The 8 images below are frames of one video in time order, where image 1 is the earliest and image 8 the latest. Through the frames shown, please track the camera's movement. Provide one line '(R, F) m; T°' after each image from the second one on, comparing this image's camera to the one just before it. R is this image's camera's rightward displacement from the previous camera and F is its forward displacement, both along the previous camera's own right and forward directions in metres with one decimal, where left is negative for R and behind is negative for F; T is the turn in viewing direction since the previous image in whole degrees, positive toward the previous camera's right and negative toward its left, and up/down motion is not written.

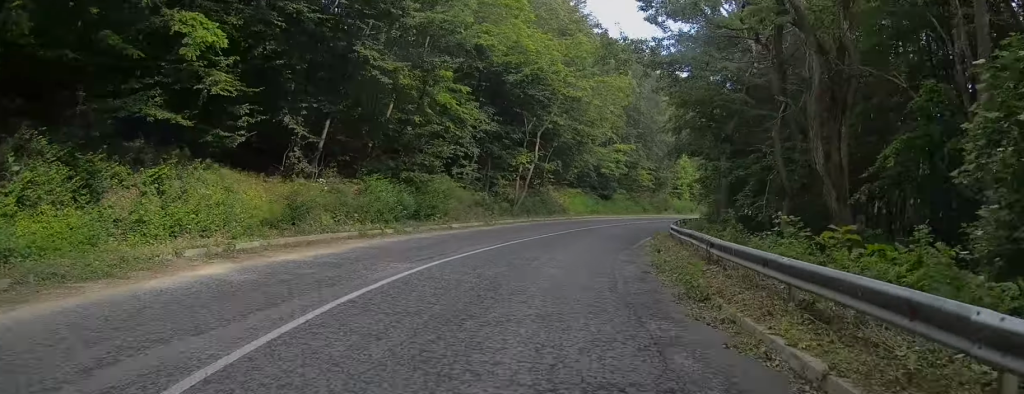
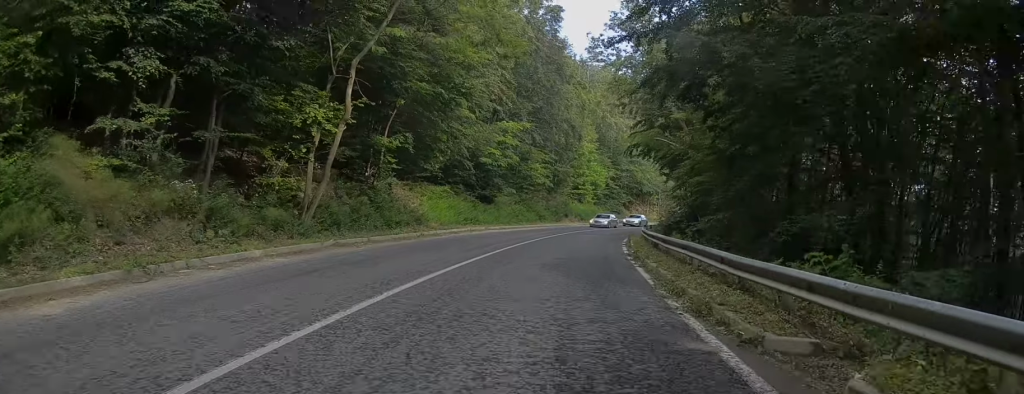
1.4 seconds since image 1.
(+1.4, +21.9) m; +8°
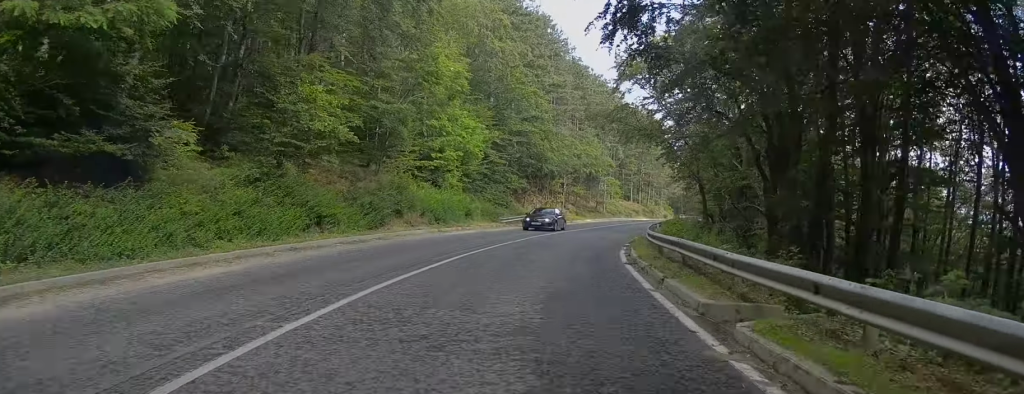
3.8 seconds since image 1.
(+4.1, +36.0) m; +12°
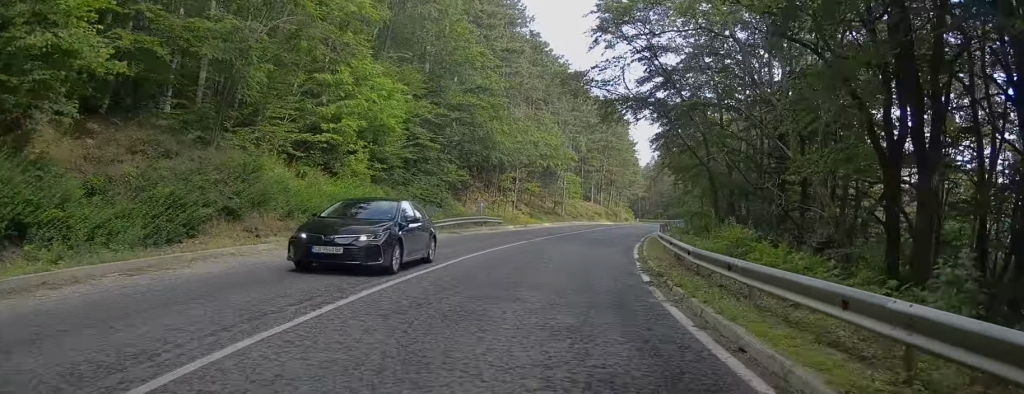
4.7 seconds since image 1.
(+0.4, +12.5) m; +5°
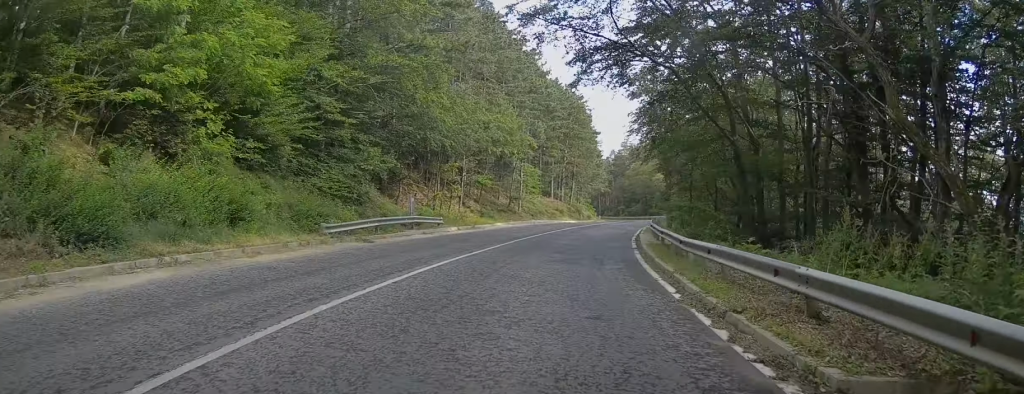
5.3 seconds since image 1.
(+0.5, +9.6) m; +4°
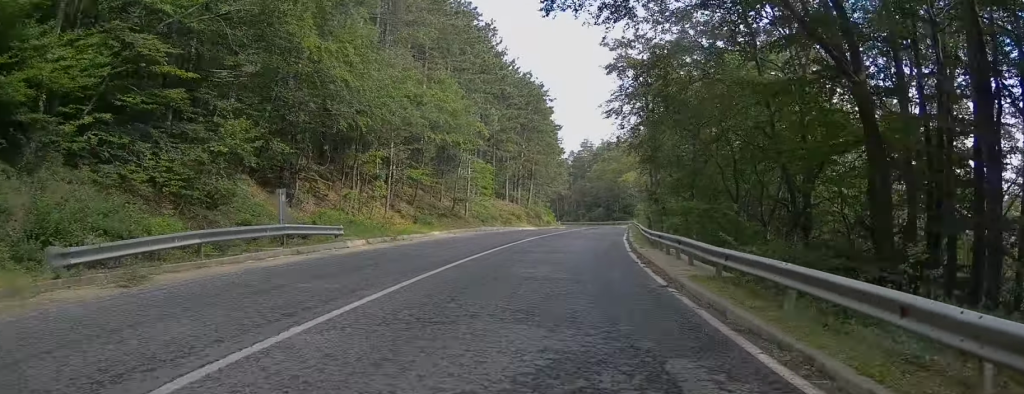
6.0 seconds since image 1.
(+0.4, +10.8) m; +4°
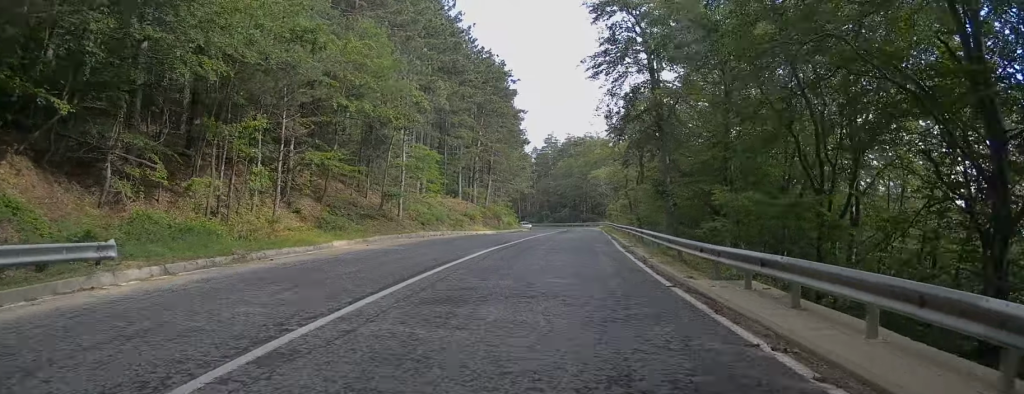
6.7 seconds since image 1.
(+0.4, +10.9) m; +3°
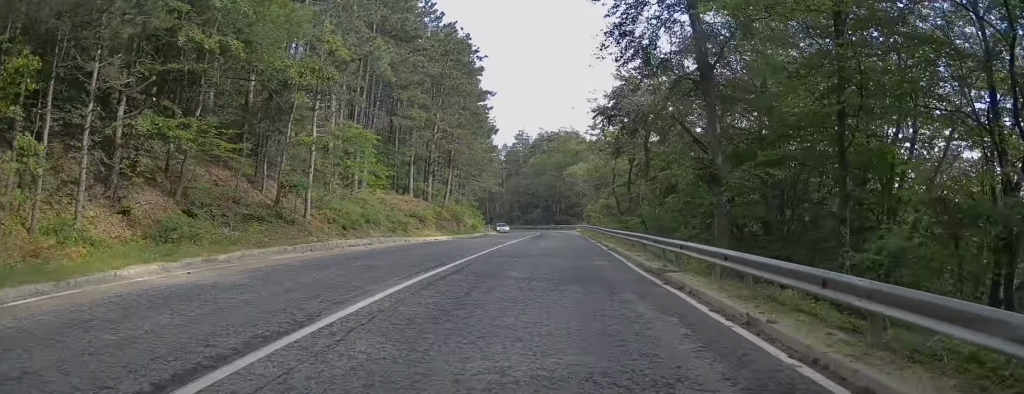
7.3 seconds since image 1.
(+0.3, +9.9) m; +2°
